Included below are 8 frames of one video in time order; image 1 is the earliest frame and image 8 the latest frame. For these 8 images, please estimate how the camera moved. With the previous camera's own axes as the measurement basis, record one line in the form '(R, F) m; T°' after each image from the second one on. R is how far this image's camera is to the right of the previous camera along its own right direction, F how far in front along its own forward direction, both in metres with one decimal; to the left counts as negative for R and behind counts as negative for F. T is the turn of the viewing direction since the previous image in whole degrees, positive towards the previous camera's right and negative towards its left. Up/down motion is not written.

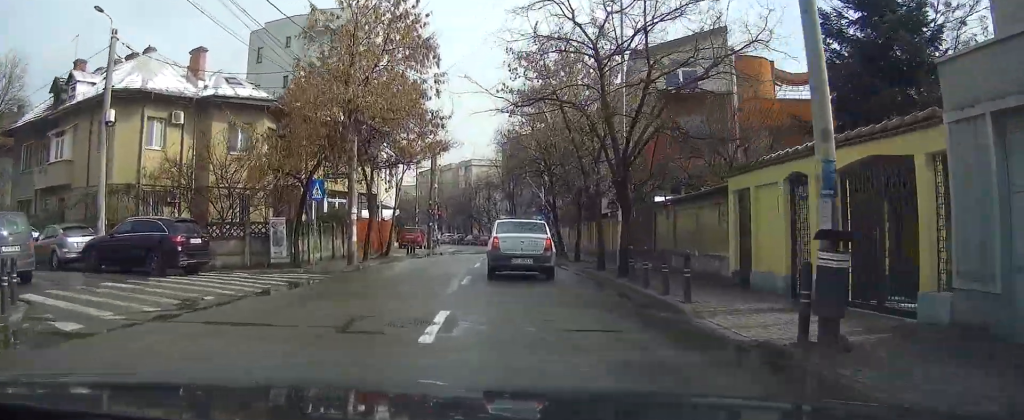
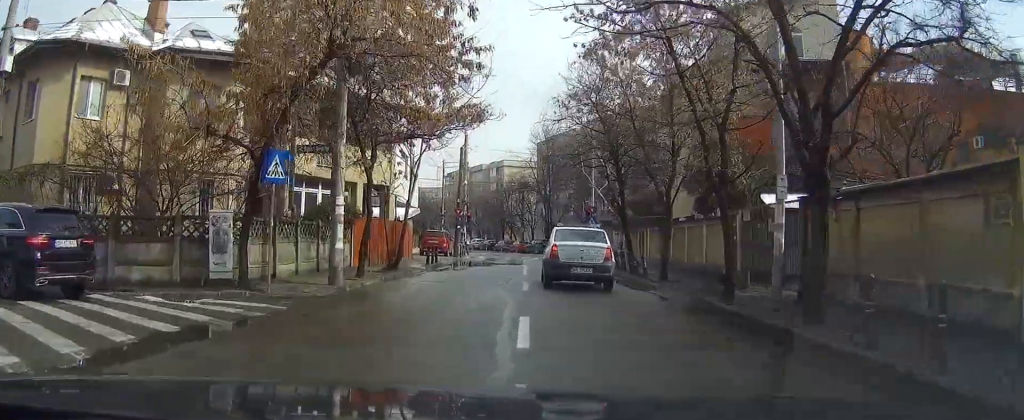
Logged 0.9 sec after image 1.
(-0.2, +8.7) m; -1°
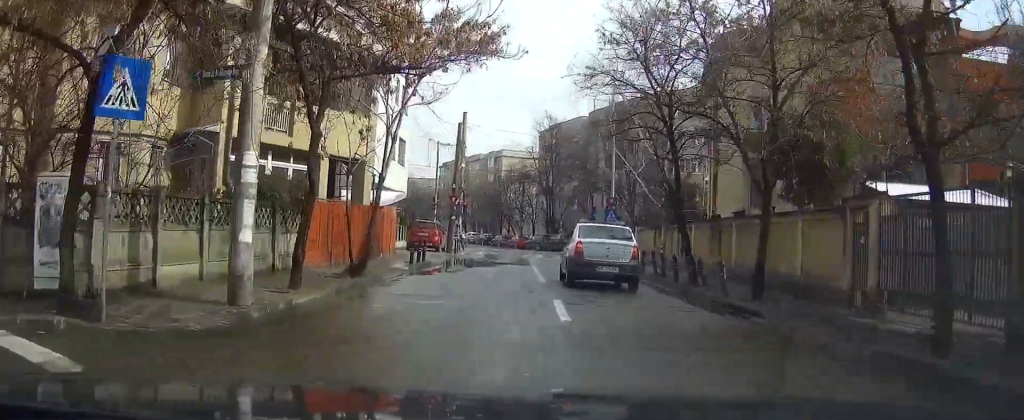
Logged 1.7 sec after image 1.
(0.0, +7.1) m; 0°
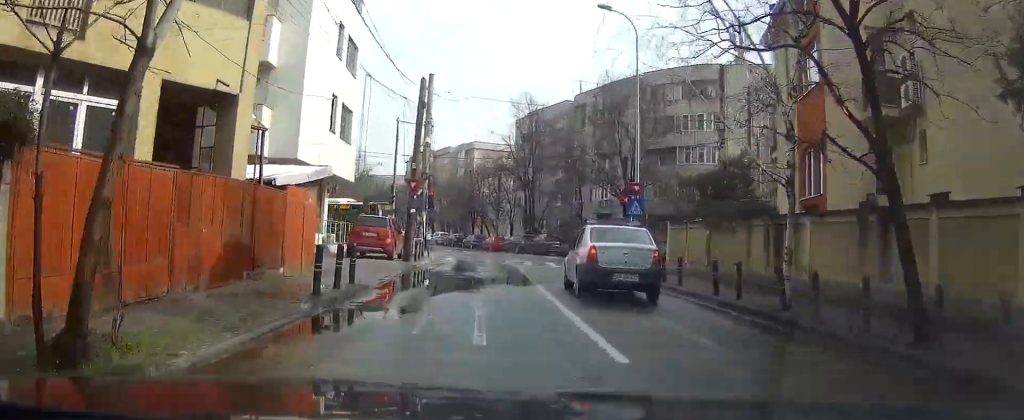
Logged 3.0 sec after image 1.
(0.0, +11.1) m; +1°
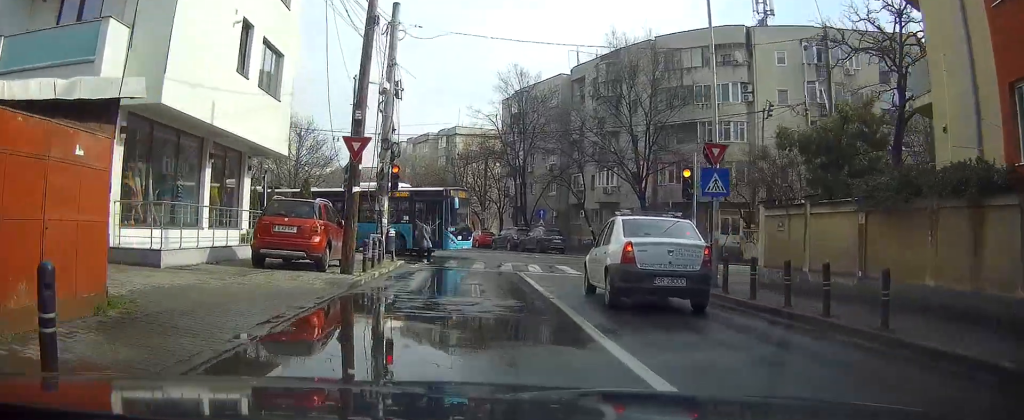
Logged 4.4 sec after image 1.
(+0.4, +10.4) m; +5°
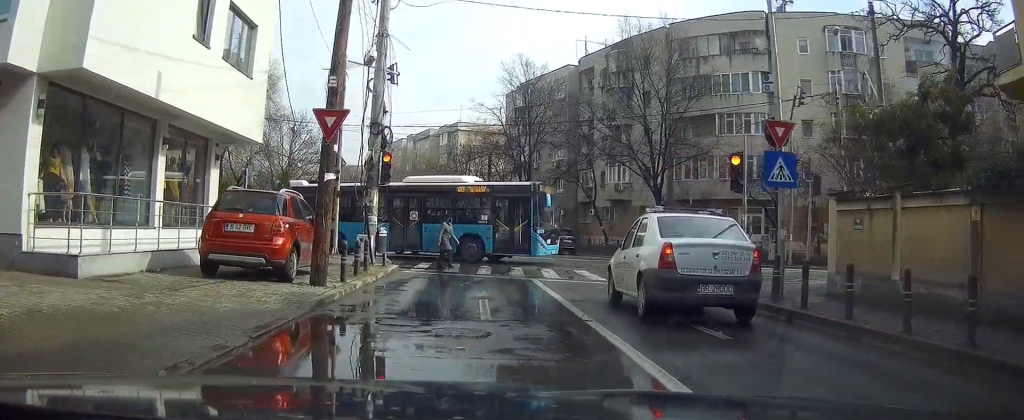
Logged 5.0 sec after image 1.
(+0.3, +3.5) m; +1°
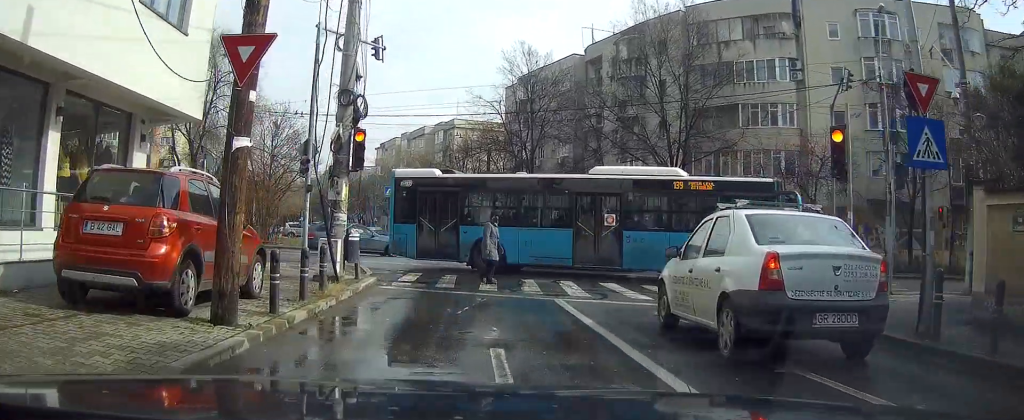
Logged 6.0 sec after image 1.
(-0.2, +4.9) m; -1°
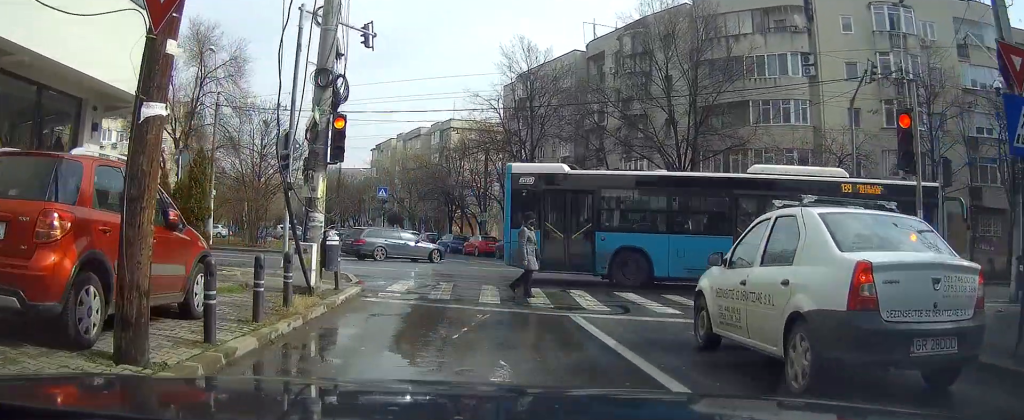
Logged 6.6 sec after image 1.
(+0.1, +2.2) m; 0°
